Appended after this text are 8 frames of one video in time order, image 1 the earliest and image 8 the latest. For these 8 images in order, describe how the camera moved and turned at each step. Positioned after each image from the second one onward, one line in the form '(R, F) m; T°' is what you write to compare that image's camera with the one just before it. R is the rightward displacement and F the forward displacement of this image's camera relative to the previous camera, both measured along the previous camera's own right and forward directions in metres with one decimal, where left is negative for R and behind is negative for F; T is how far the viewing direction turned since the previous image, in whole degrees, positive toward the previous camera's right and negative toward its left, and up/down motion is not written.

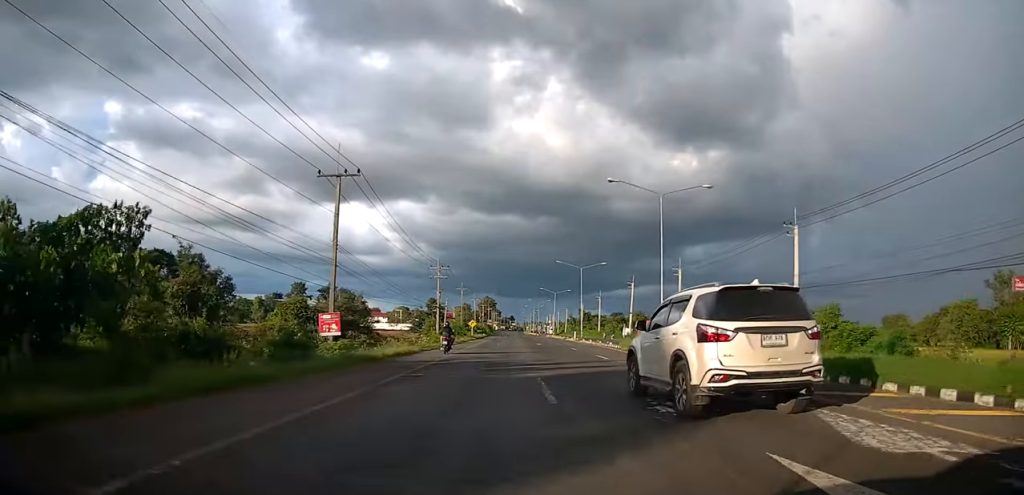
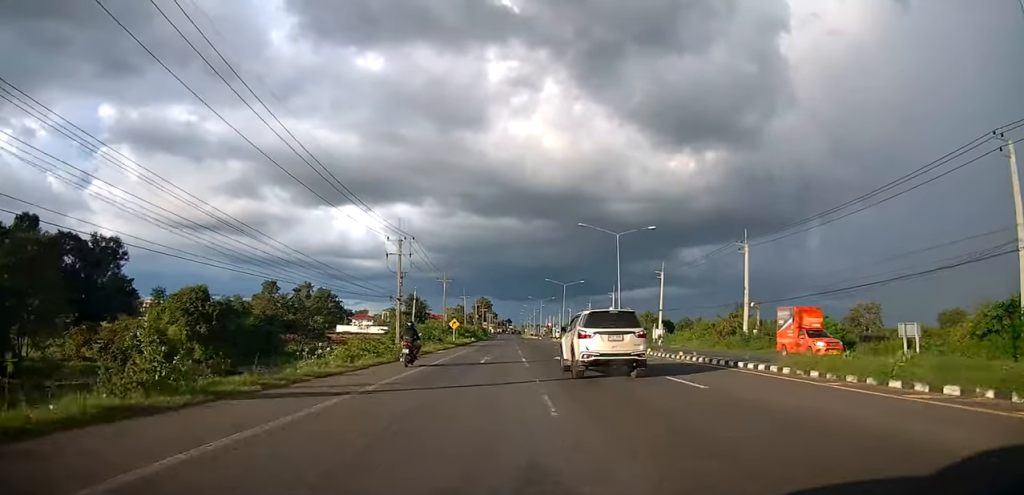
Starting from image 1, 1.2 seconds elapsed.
(+0.1, +25.6) m; 0°
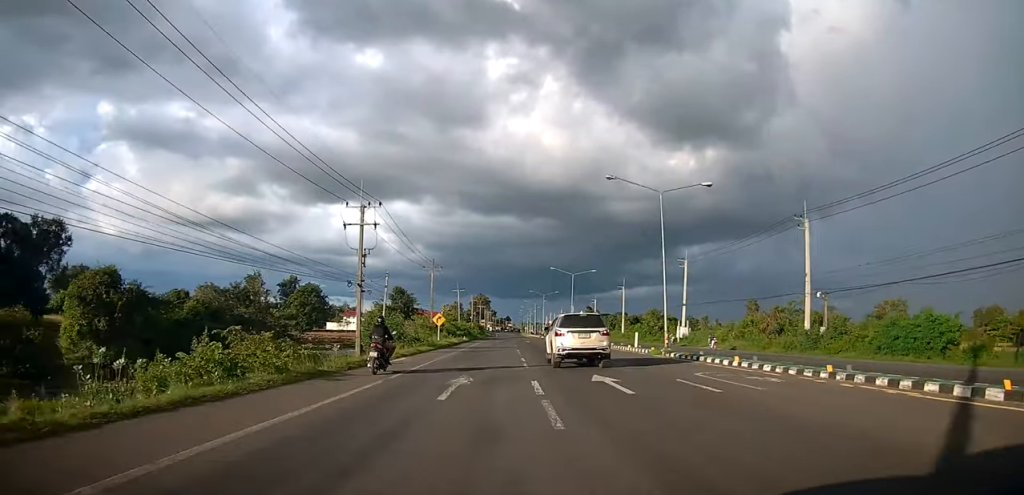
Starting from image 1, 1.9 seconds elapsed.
(+0.1, +13.0) m; 0°
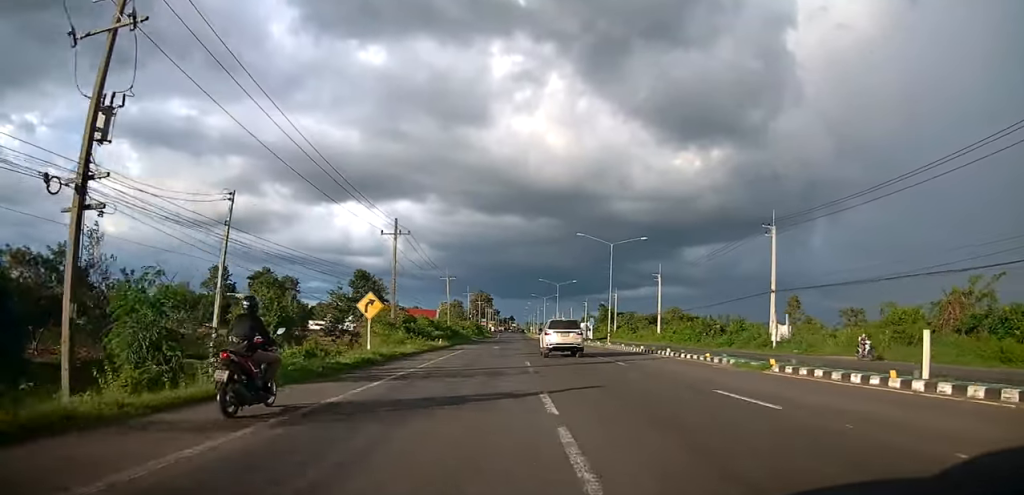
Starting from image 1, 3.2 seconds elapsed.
(-0.2, +26.7) m; -1°
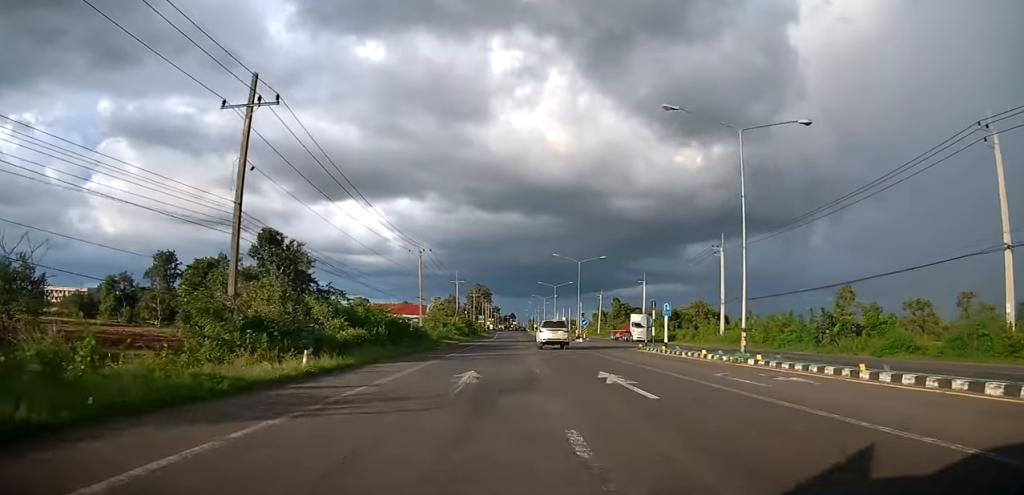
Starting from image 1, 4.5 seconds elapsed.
(0.0, +28.6) m; 0°
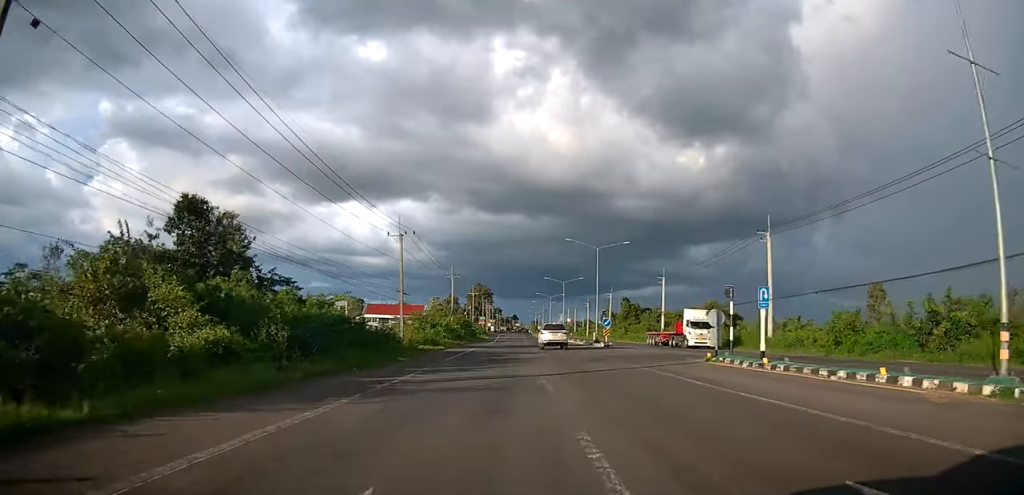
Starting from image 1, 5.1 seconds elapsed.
(0.0, +12.2) m; 0°
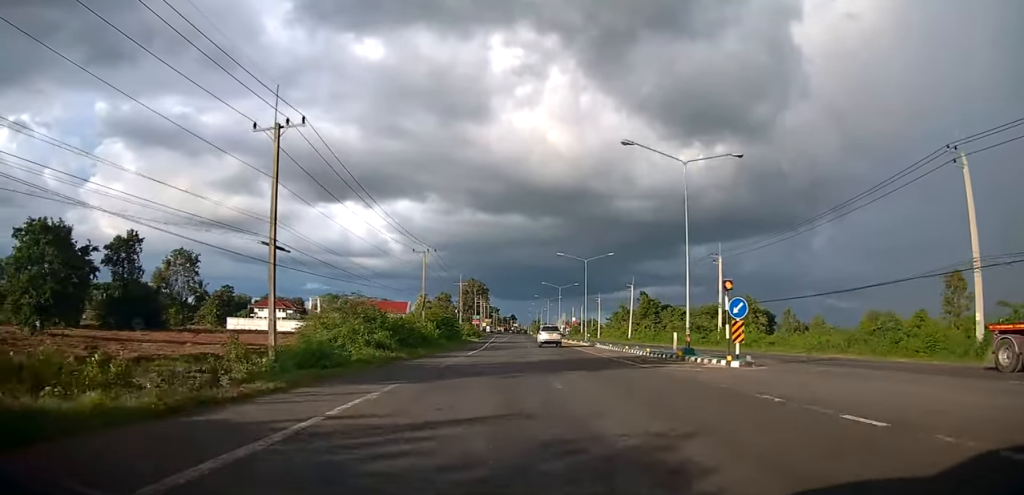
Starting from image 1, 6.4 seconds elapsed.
(0.0, +27.7) m; 0°
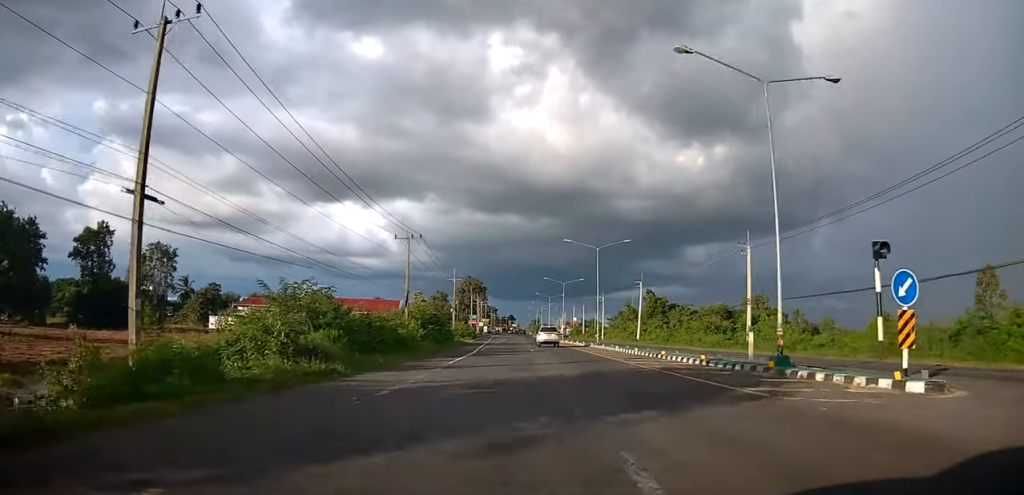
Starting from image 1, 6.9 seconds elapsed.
(0.0, +9.2) m; 0°
